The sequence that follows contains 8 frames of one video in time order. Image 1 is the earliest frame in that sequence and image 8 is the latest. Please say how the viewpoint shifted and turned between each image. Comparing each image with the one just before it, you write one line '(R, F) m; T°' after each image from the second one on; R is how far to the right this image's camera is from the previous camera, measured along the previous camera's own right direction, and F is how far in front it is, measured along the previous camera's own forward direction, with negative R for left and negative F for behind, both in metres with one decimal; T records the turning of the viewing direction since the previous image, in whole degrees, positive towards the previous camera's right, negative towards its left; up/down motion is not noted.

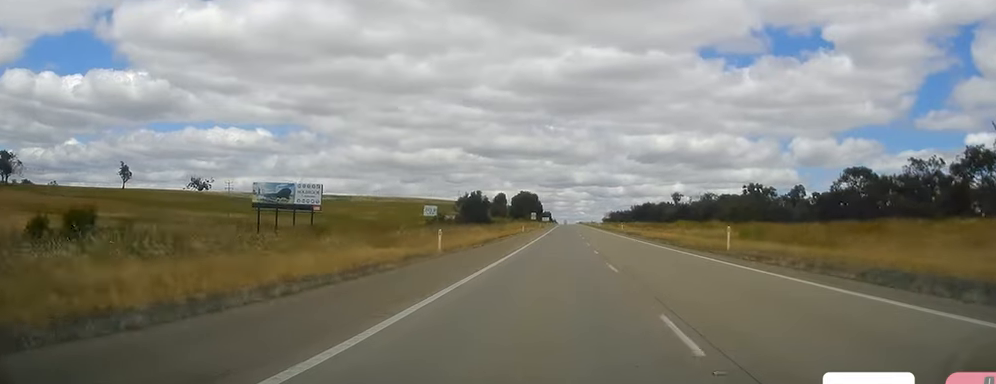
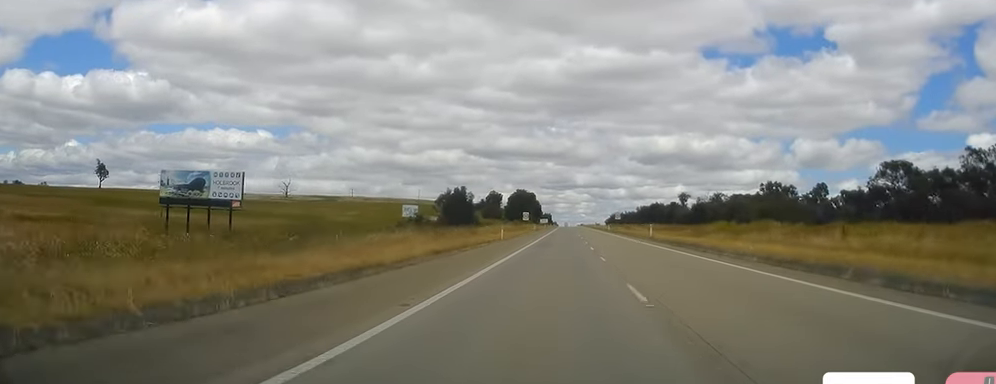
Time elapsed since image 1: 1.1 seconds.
(-0.2, +30.6) m; 0°
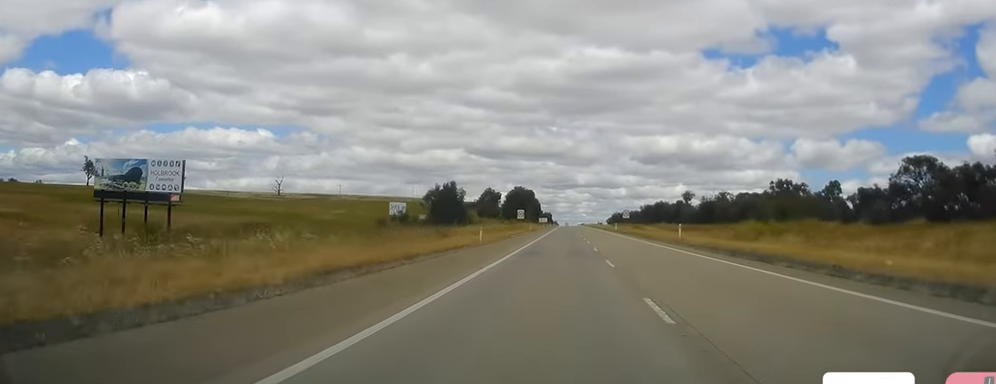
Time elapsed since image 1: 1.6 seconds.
(-0.1, +15.3) m; 0°
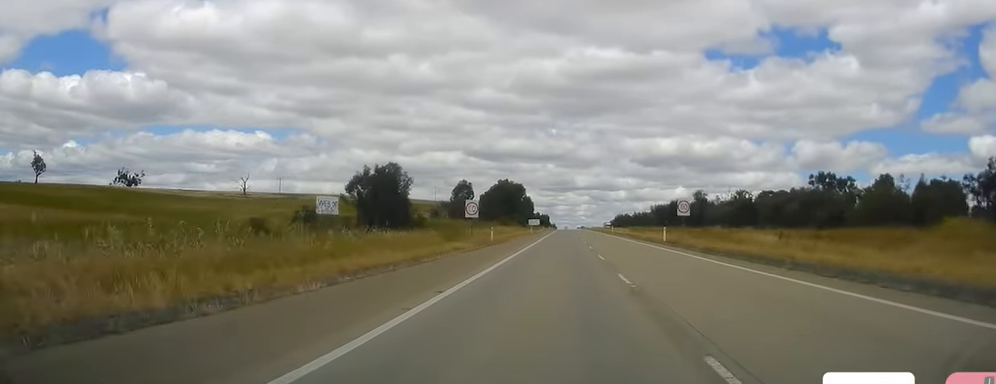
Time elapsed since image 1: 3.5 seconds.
(-0.4, +53.2) m; 0°
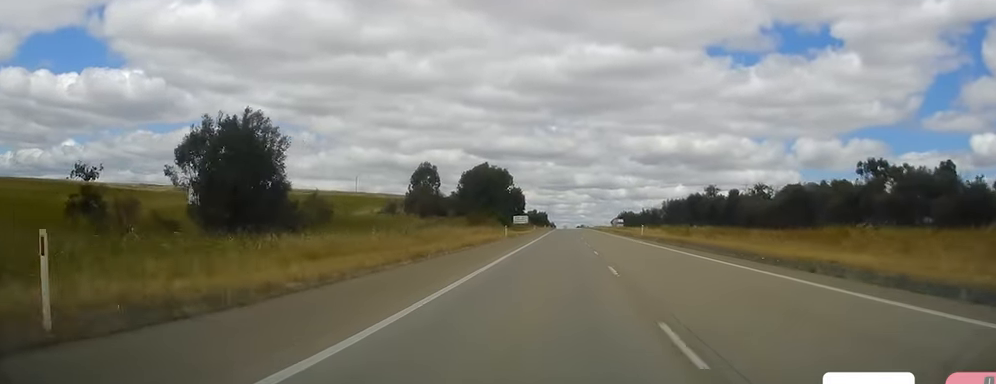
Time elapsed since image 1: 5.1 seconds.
(+0.6, +45.4) m; 0°
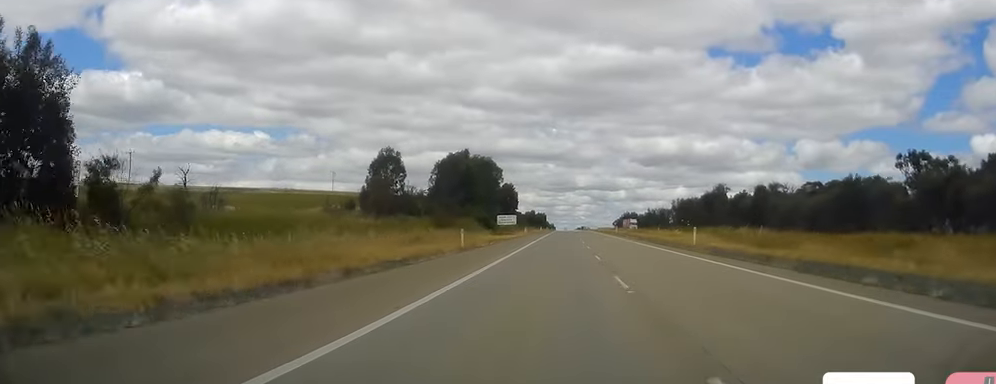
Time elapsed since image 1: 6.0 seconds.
(0.0, +27.5) m; 0°
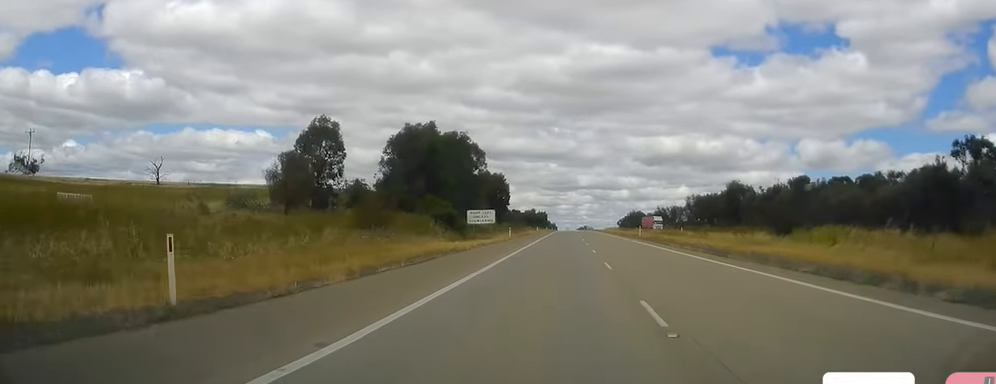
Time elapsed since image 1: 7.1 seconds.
(0.0, +29.4) m; 0°
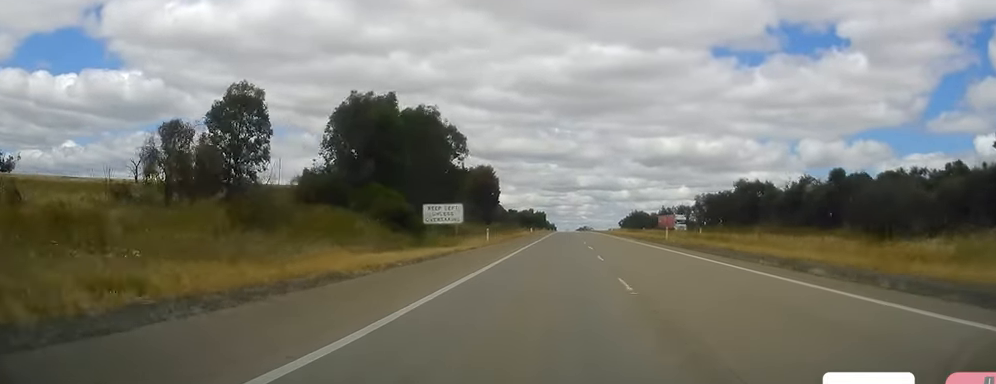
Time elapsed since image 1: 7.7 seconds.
(-0.1, +19.0) m; 0°
